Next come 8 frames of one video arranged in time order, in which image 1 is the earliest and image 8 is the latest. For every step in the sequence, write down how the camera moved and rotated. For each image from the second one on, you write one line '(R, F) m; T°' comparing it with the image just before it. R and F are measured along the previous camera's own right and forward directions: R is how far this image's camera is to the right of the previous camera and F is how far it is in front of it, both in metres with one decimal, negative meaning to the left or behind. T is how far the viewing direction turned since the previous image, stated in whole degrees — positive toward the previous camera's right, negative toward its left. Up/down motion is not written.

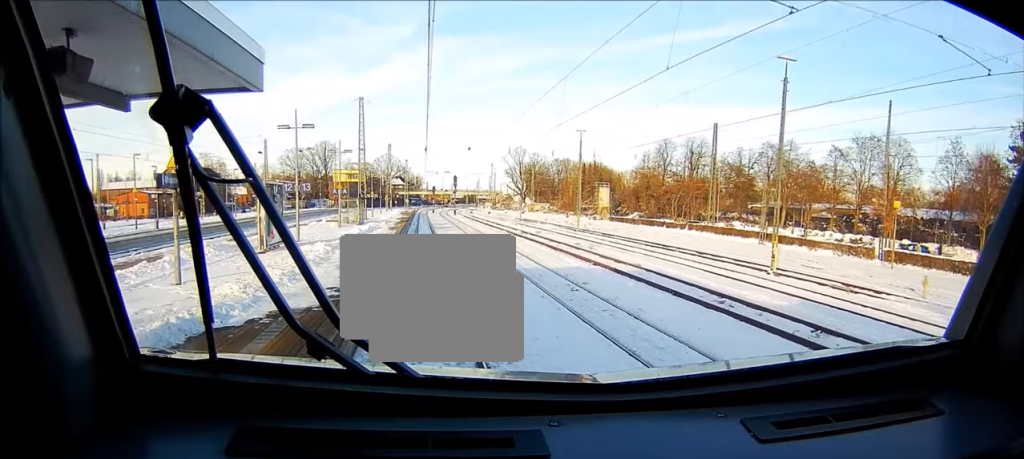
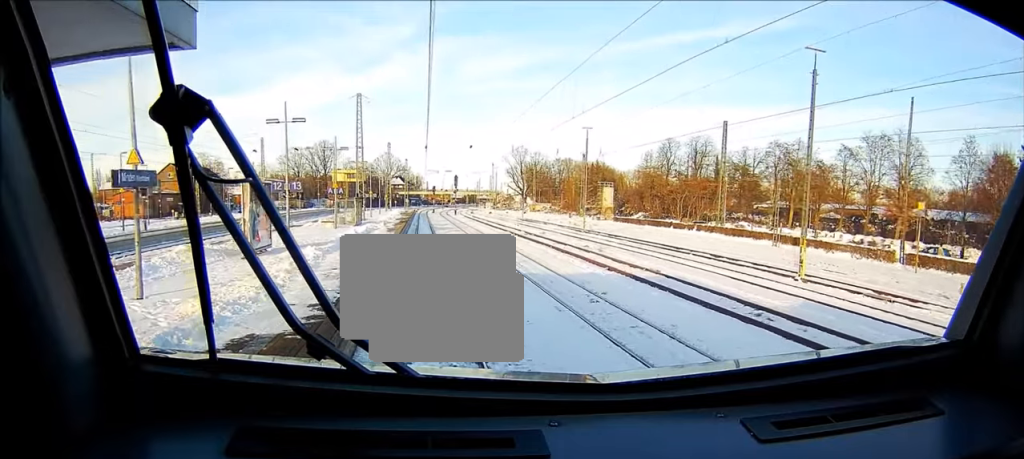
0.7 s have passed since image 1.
(0.0, +2.2) m; 0°
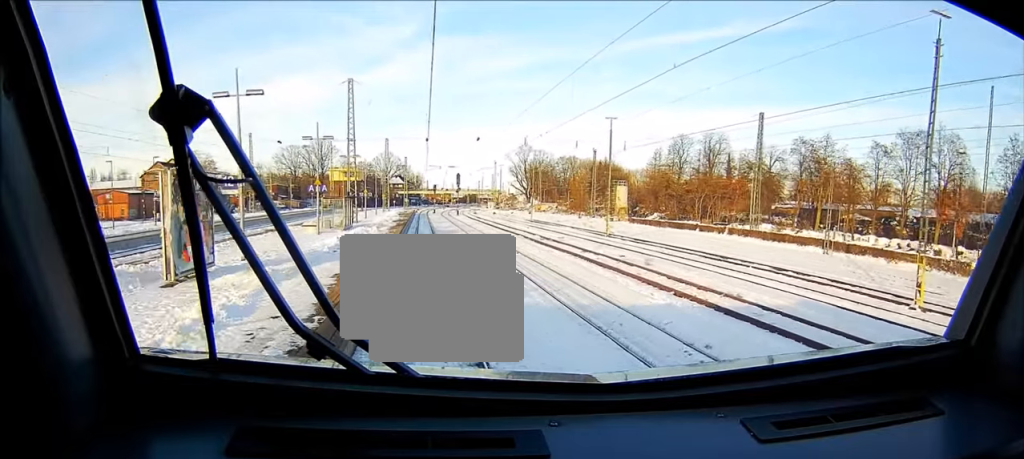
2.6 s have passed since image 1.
(-0.1, +7.4) m; -2°
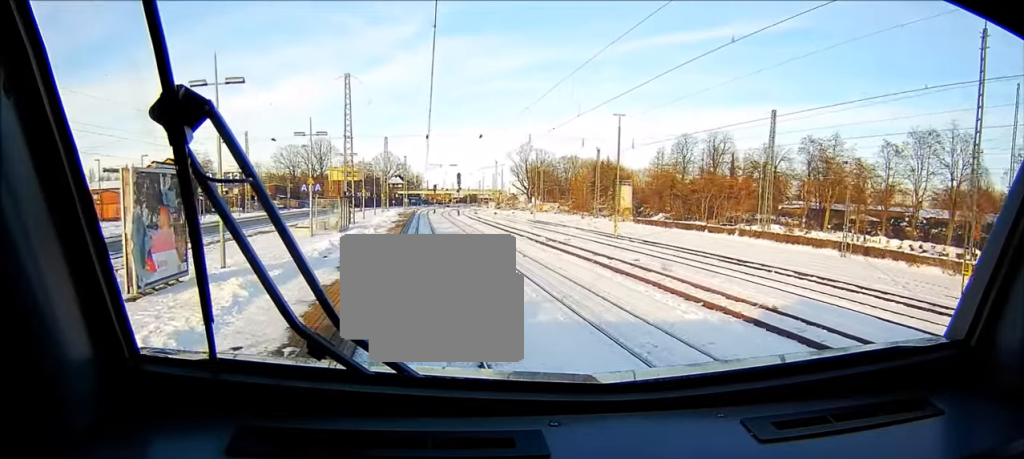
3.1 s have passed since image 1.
(0.0, +2.5) m; 0°
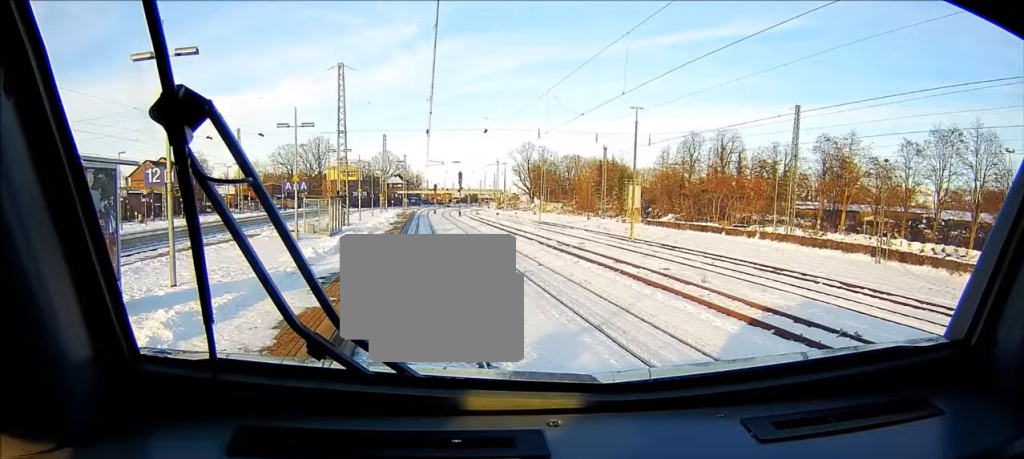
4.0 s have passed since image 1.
(0.0, +4.5) m; 0°
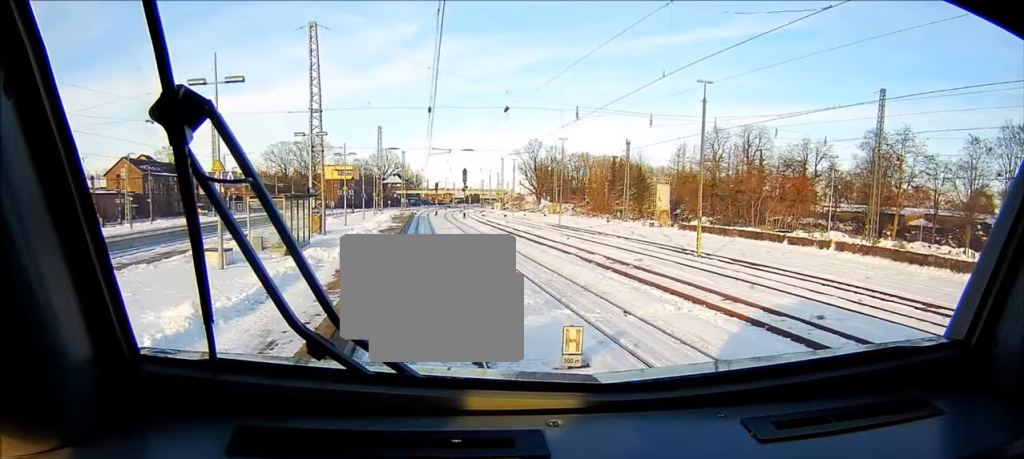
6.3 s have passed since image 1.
(-0.3, +13.1) m; -1°
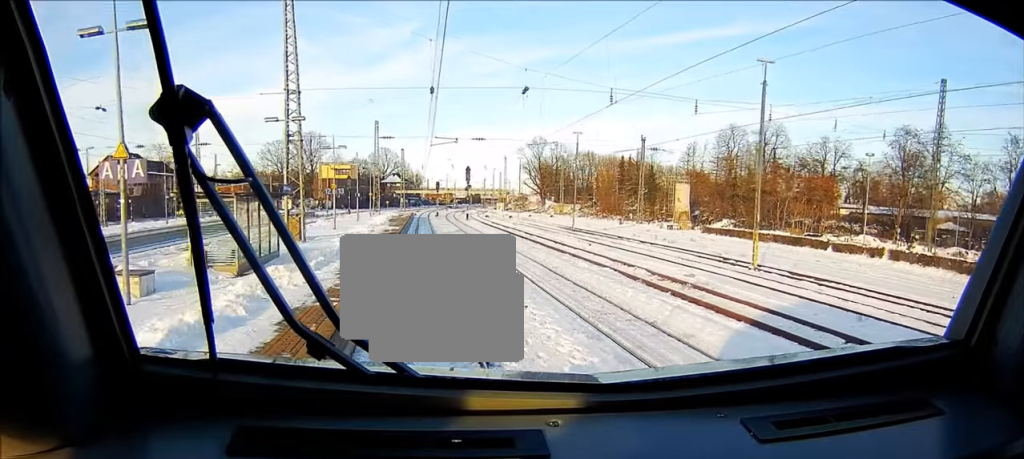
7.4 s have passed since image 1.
(+0.1, +7.1) m; +1°
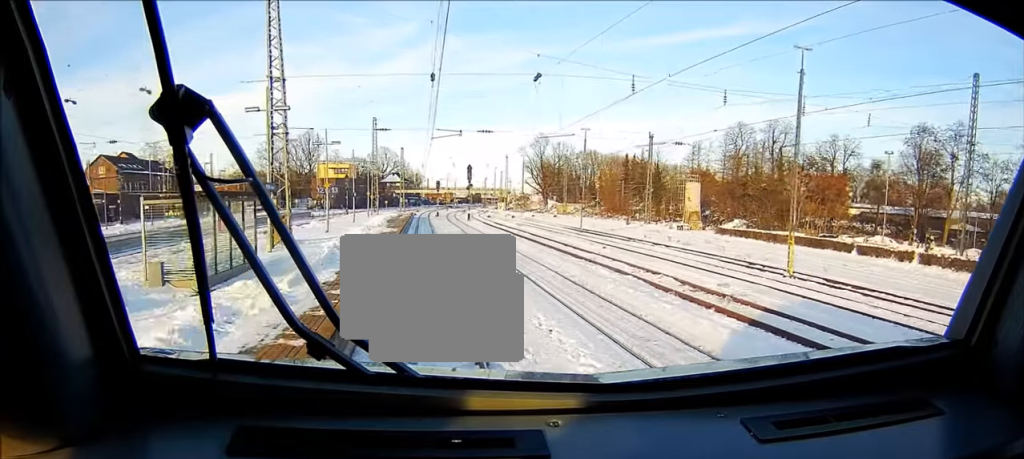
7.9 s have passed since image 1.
(0.0, +3.6) m; 0°
